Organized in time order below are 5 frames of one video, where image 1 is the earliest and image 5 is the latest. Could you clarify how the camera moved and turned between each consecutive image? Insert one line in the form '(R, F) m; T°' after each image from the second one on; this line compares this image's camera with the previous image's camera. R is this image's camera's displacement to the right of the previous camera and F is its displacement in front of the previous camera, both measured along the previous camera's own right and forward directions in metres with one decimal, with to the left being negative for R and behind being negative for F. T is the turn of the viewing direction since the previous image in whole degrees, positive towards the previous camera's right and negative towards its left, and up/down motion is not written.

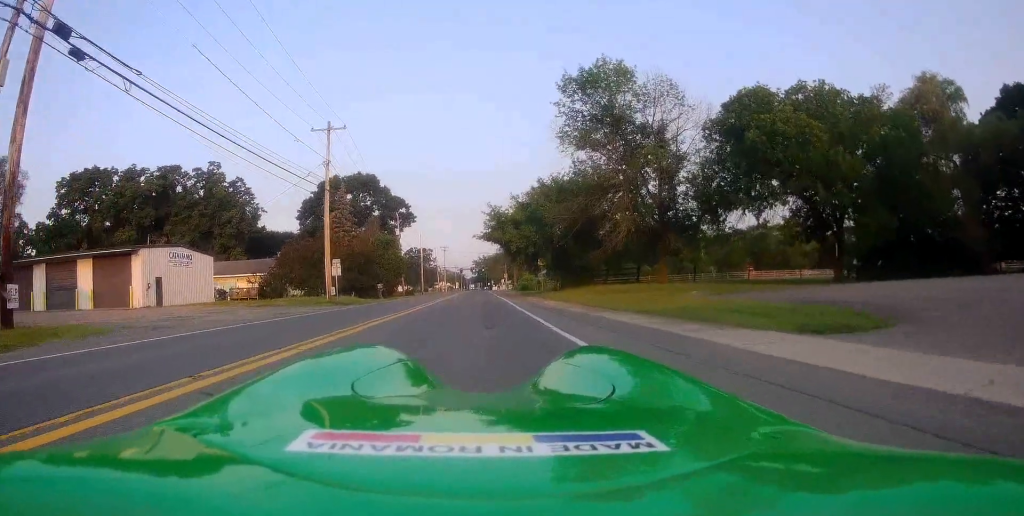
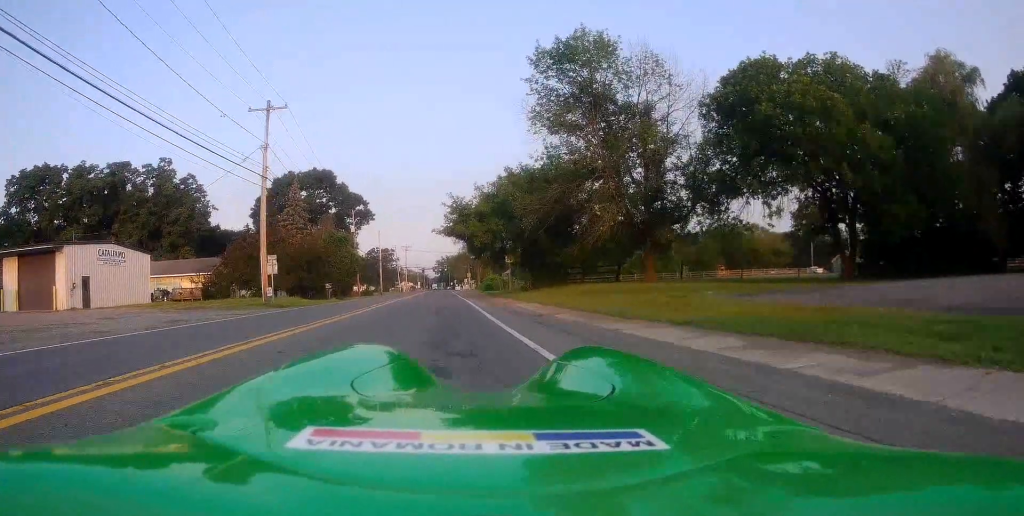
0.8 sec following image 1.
(-0.1, +5.5) m; +1°
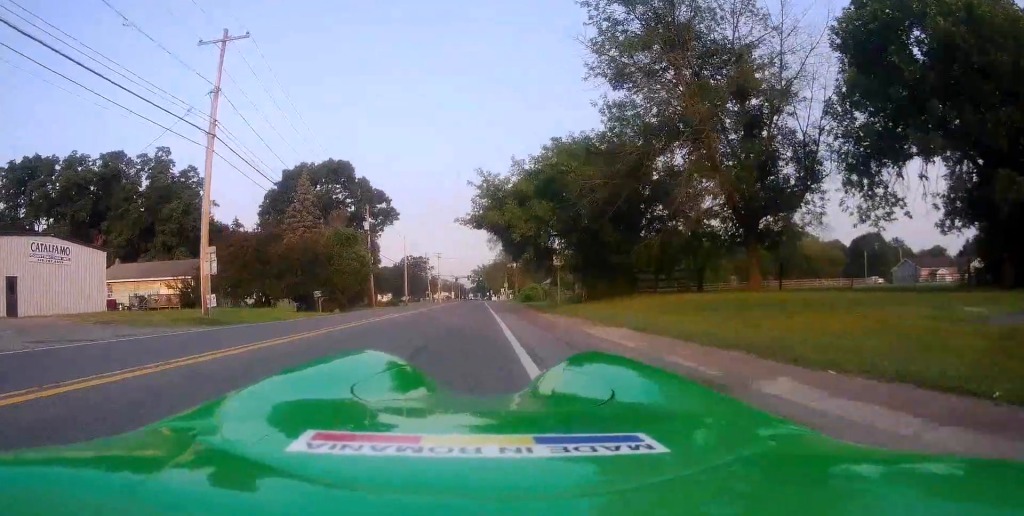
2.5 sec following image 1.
(+0.6, +10.8) m; -1°
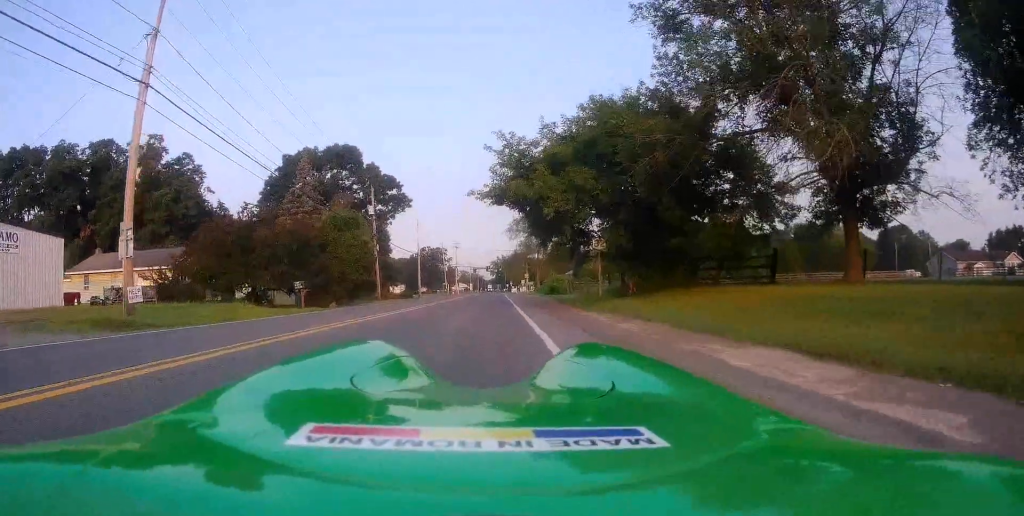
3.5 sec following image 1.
(-0.5, +6.8) m; -5°
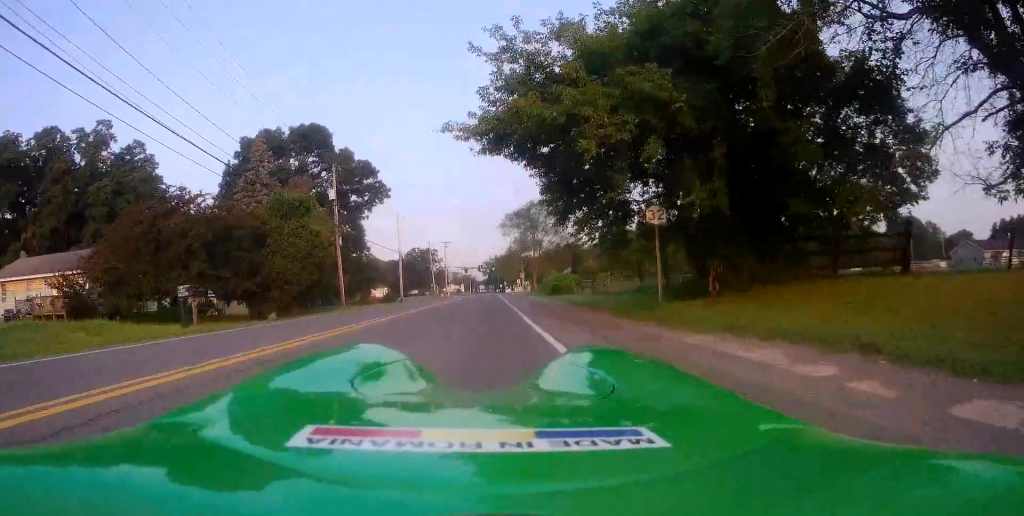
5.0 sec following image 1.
(+0.4, +10.4) m; +4°
